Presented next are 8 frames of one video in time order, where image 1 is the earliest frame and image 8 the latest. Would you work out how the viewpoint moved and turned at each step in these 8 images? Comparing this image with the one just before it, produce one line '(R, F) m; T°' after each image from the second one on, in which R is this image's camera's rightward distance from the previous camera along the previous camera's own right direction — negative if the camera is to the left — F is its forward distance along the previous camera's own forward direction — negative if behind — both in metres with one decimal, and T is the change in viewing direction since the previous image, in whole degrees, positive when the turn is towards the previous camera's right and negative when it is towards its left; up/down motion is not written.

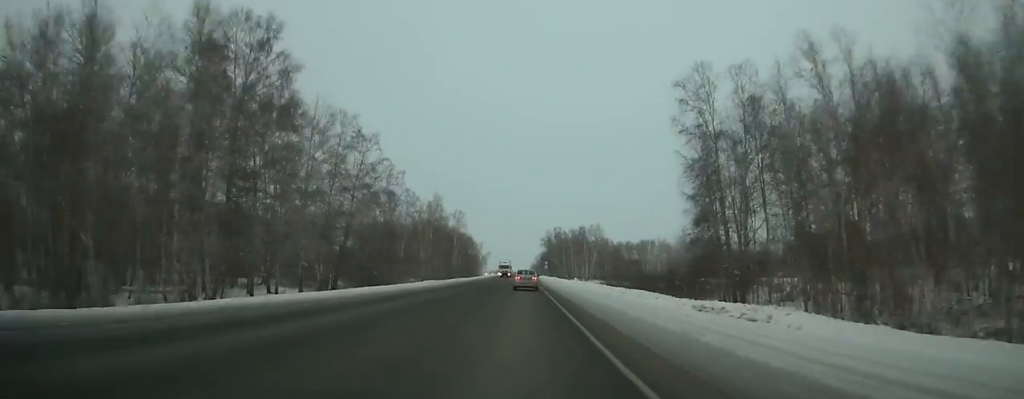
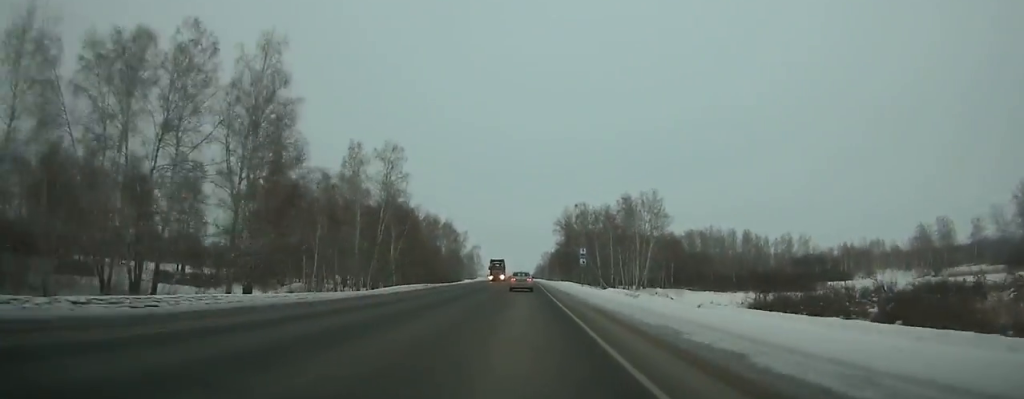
(-0.3, +100.0) m; -1°
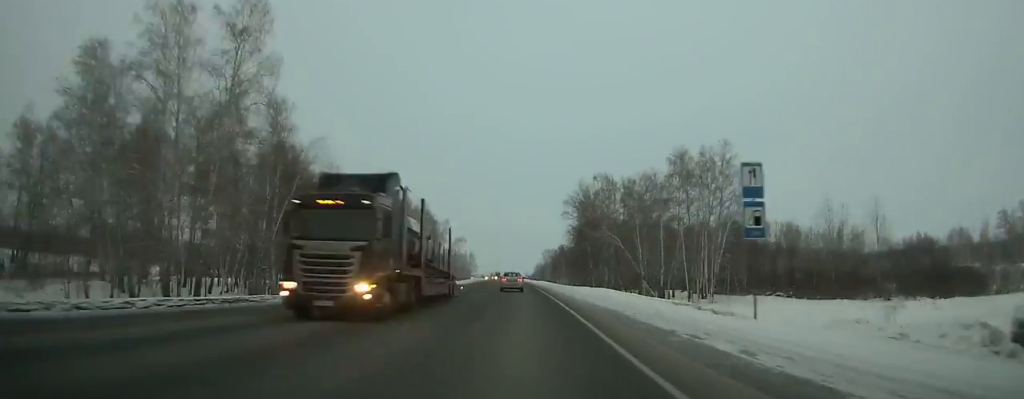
(-0.1, +49.1) m; 0°
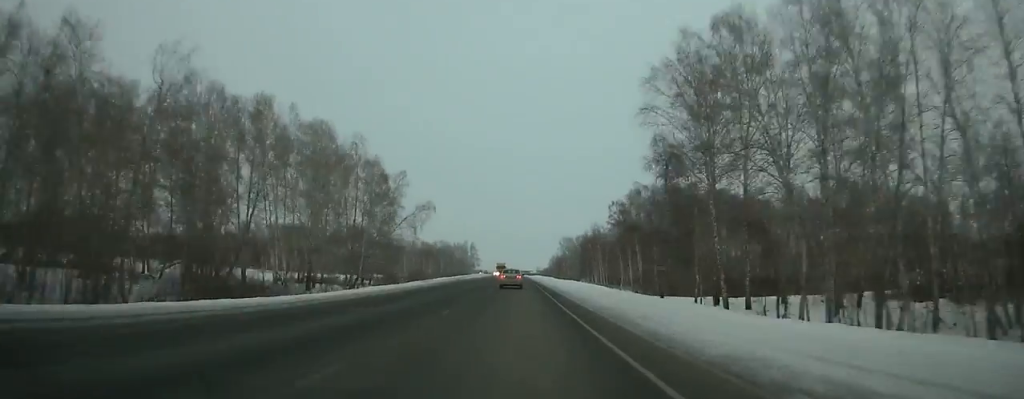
(-0.3, +75.9) m; -1°
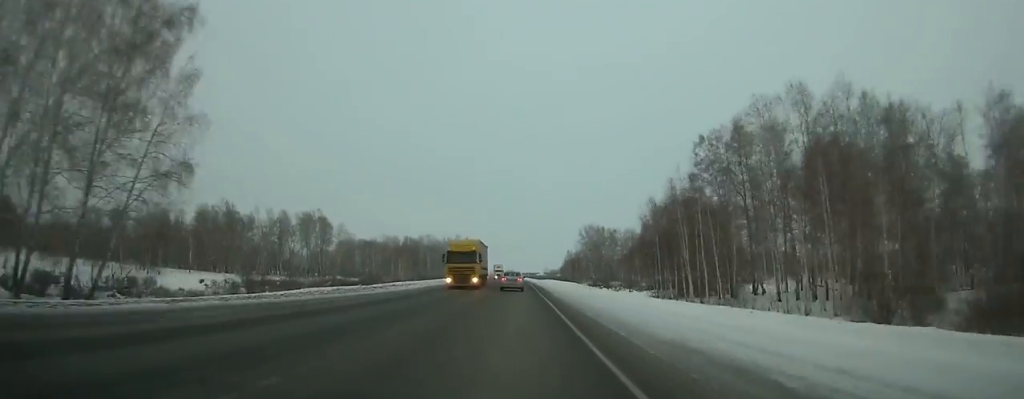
(-0.5, +73.5) m; -1°
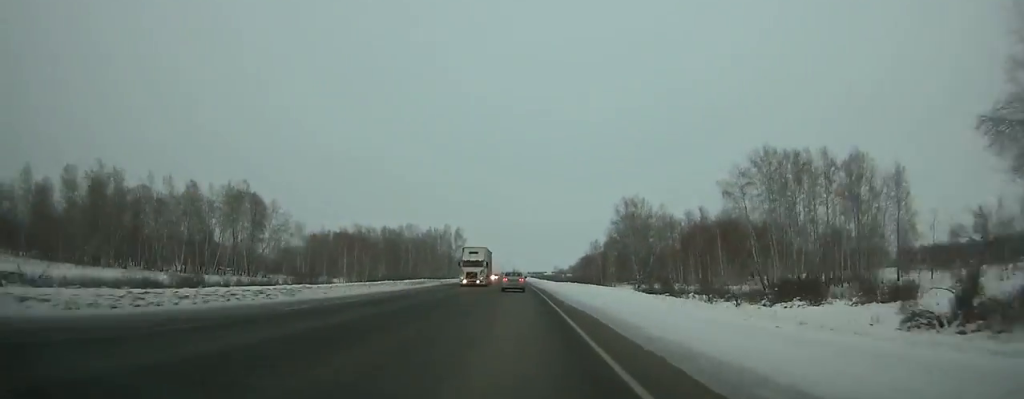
(-0.4, +64.1) m; -1°
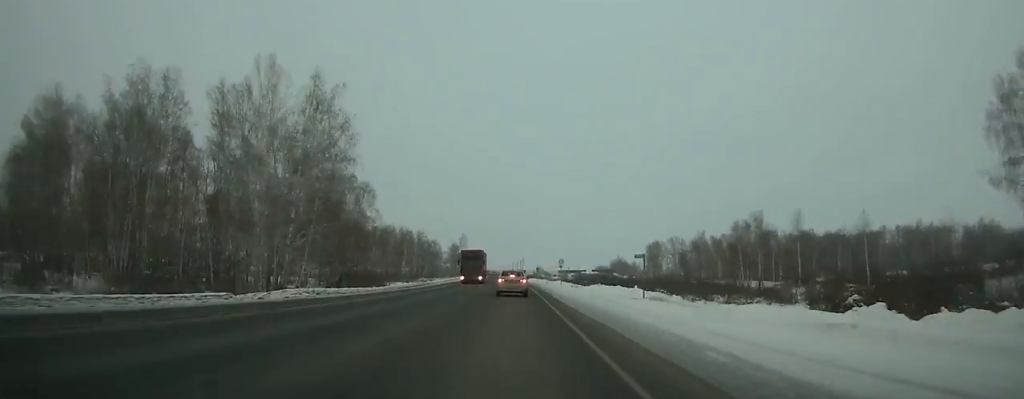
(-4.6, +184.5) m; -3°
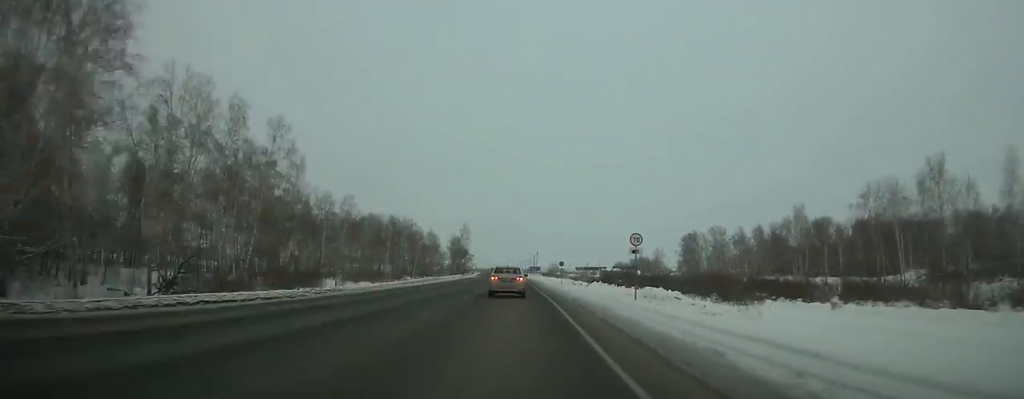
(-0.5, +42.2) m; -1°
